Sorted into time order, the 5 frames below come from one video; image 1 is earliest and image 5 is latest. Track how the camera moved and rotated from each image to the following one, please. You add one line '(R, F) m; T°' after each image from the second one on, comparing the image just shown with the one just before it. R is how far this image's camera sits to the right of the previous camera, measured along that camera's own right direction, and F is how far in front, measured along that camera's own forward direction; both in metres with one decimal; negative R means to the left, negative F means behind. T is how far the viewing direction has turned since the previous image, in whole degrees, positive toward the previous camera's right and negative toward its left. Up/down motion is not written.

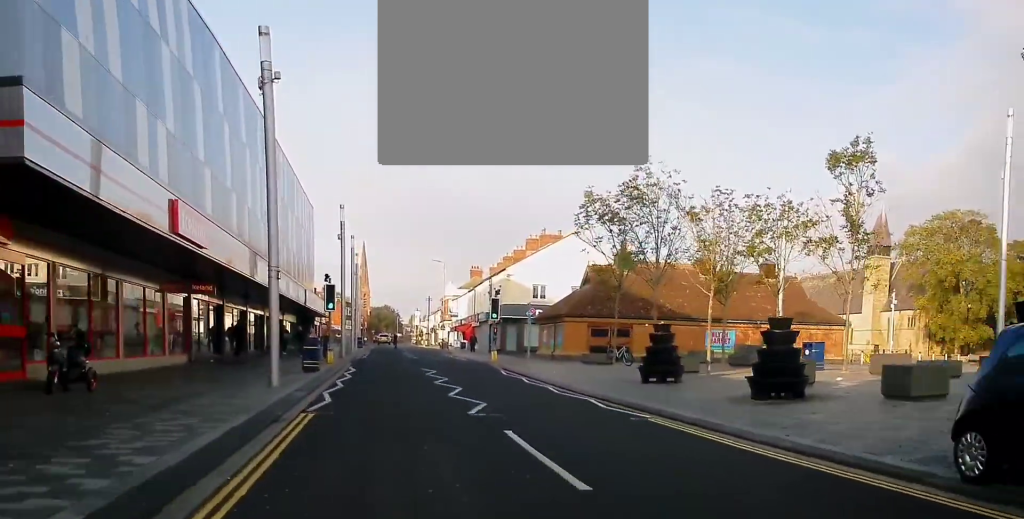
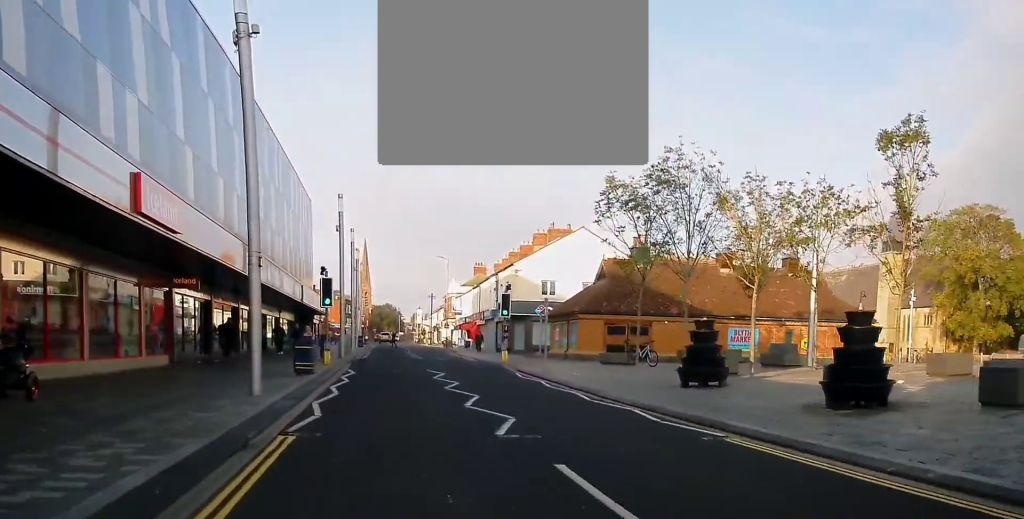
(0.0, +2.8) m; 0°
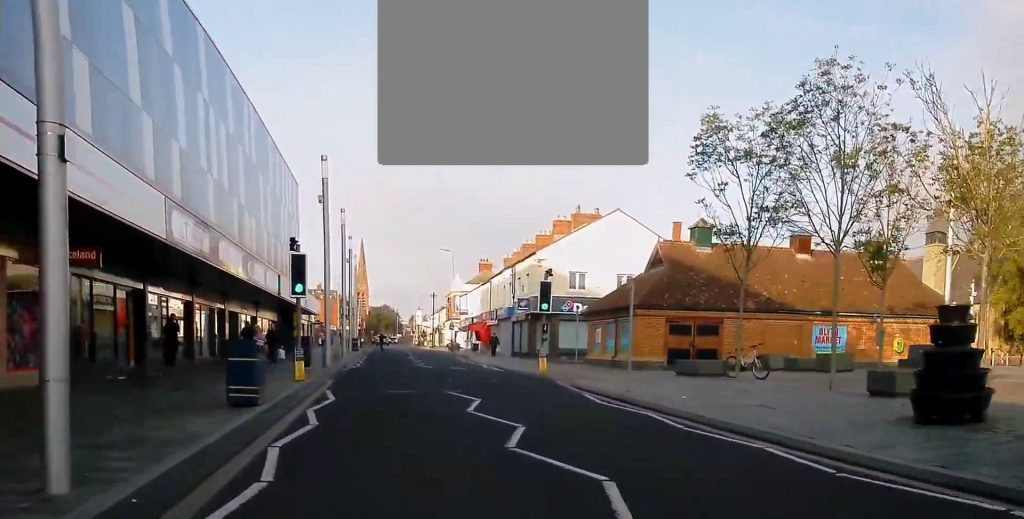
(-0.1, +9.3) m; 0°
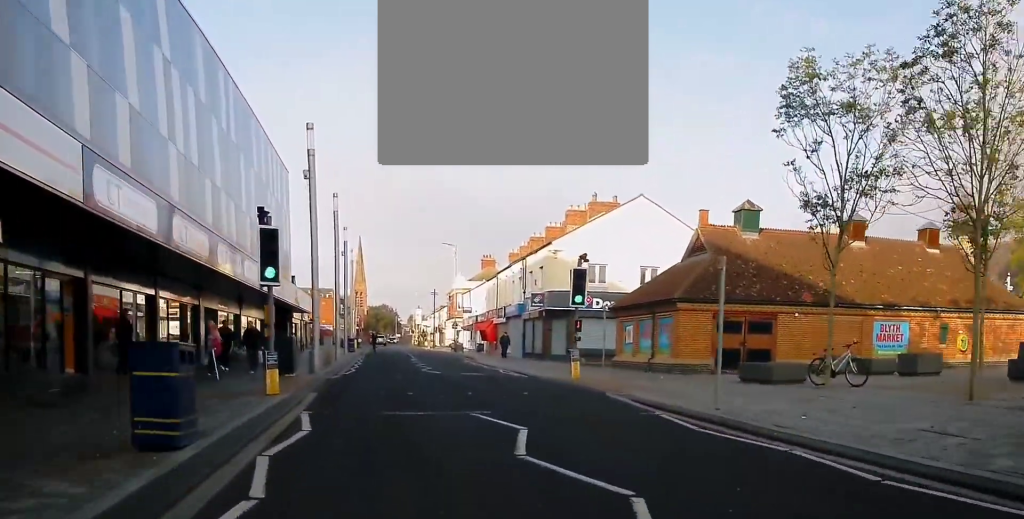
(+0.1, +4.9) m; +1°
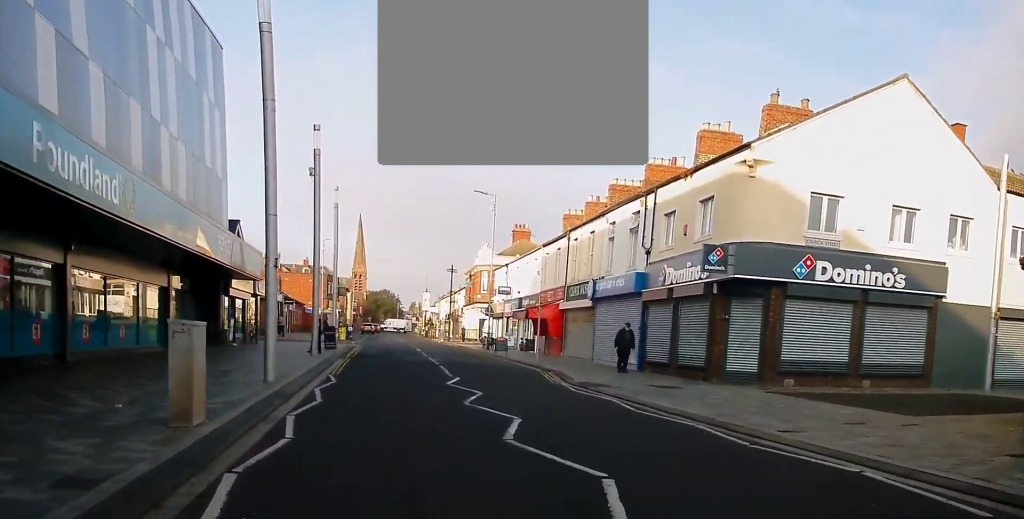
(0.0, +23.6) m; -4°
